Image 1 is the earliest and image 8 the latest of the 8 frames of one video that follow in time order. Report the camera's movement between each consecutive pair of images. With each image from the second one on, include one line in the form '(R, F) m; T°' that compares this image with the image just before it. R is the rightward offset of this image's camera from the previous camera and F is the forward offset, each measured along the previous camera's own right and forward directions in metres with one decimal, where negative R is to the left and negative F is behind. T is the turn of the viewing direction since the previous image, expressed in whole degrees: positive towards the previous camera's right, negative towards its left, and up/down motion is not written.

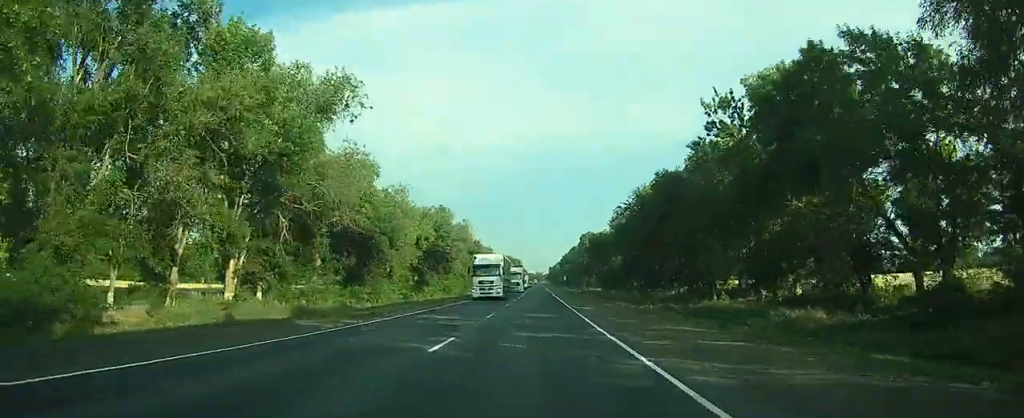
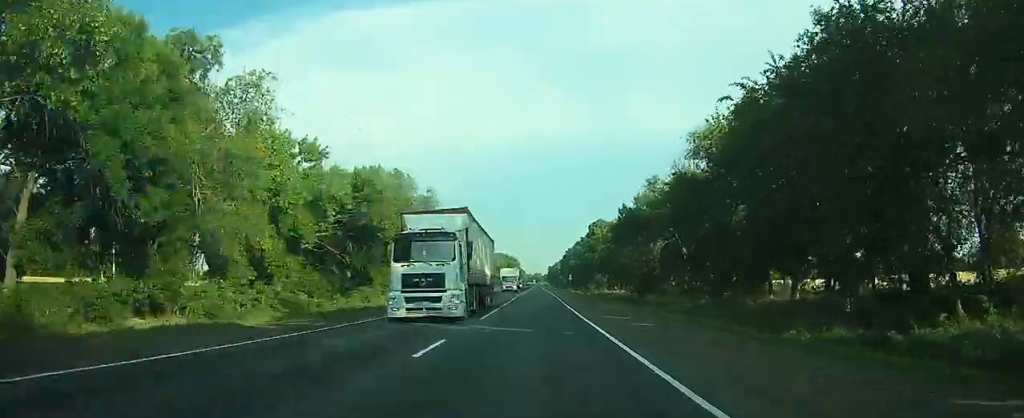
(+0.1, +36.8) m; 0°
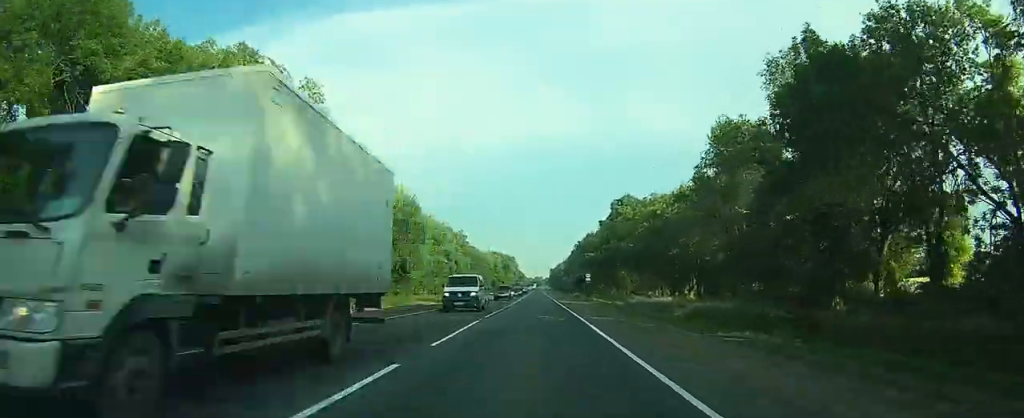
(-1.0, +45.0) m; -3°
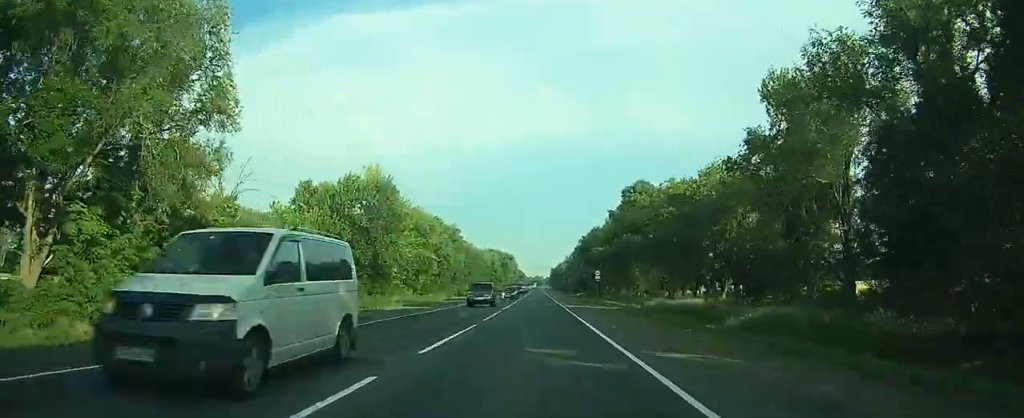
(0.0, +13.1) m; 0°
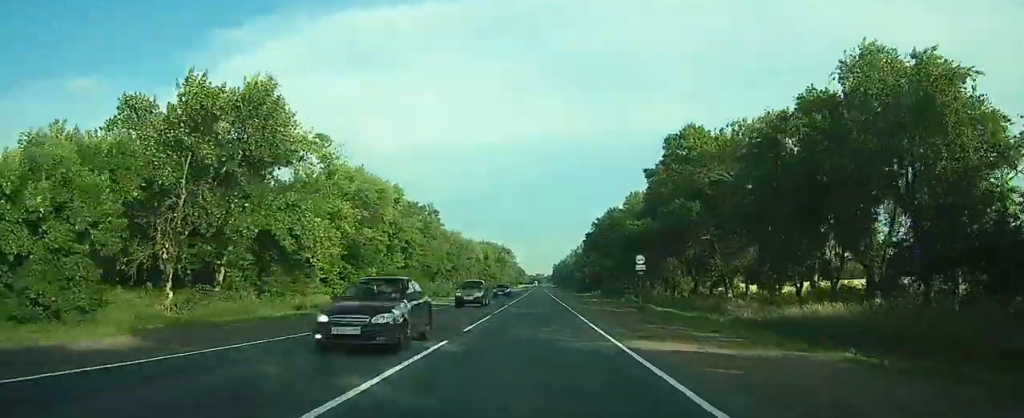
(0.0, +30.0) m; 0°
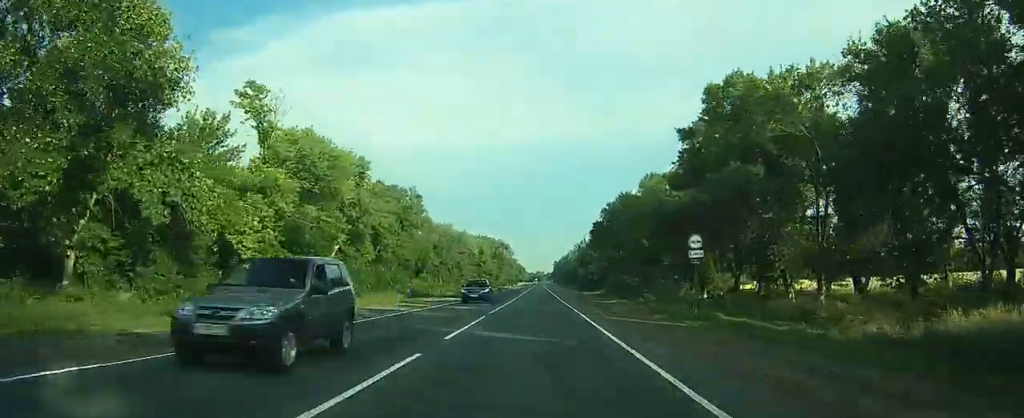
(0.0, +15.0) m; 0°
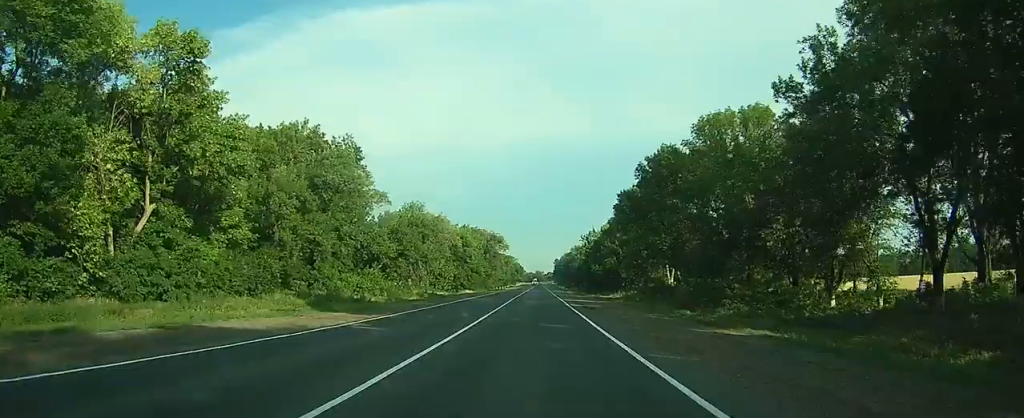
(+0.1, +31.2) m; +1°
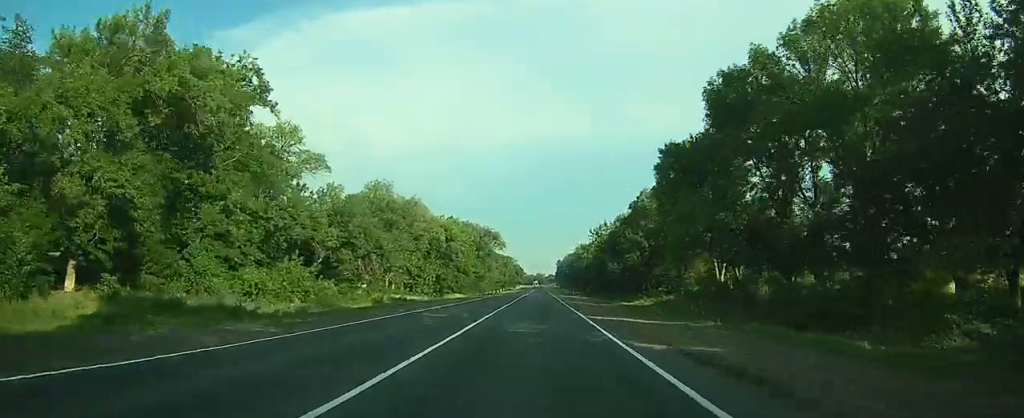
(+0.1, +22.9) m; +1°
